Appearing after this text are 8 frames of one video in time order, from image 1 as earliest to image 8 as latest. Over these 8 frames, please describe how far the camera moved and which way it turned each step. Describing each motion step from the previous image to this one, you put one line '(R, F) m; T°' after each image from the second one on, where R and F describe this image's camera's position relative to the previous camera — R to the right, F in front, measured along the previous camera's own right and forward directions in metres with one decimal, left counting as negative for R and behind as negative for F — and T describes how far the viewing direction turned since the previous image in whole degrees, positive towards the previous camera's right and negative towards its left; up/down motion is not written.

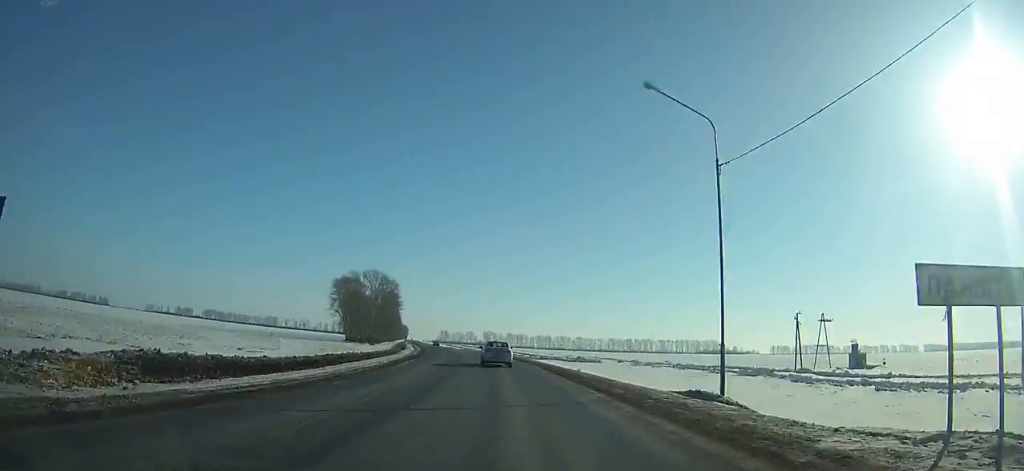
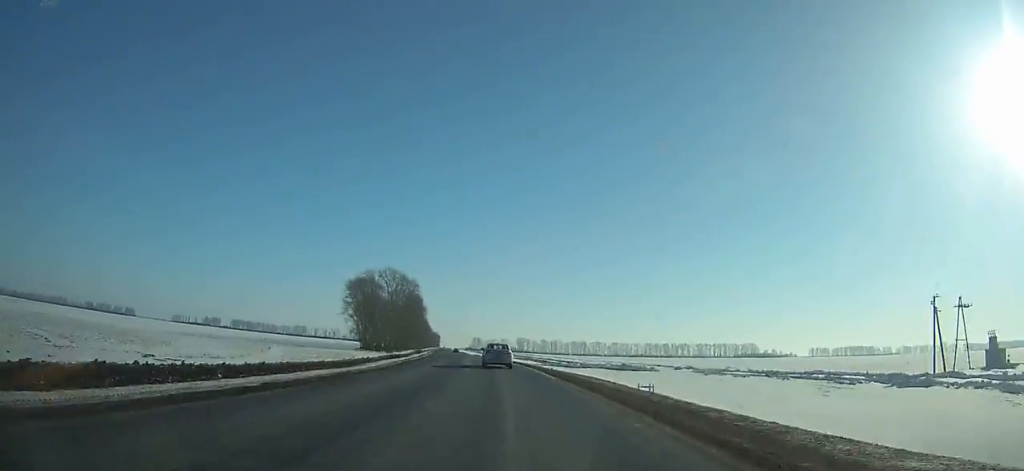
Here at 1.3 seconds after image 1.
(-1.3, +25.6) m; -2°
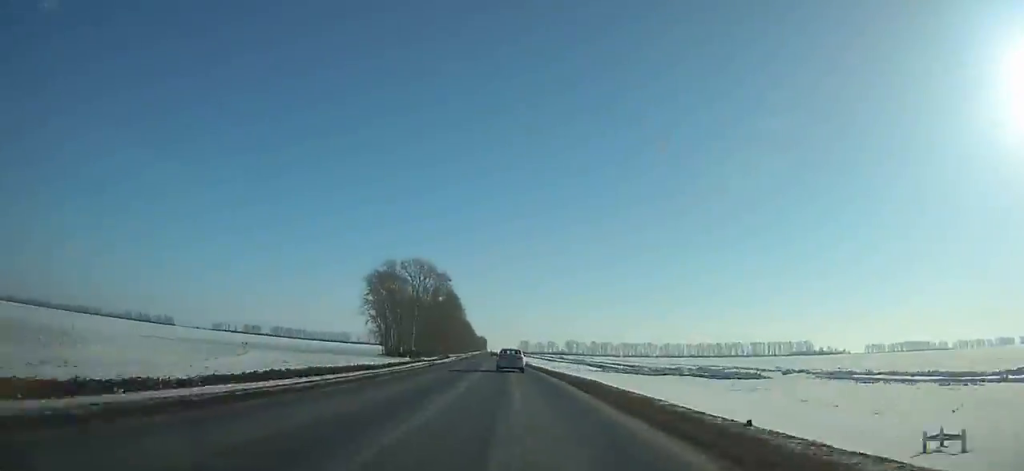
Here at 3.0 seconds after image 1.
(-0.6, +33.6) m; -3°
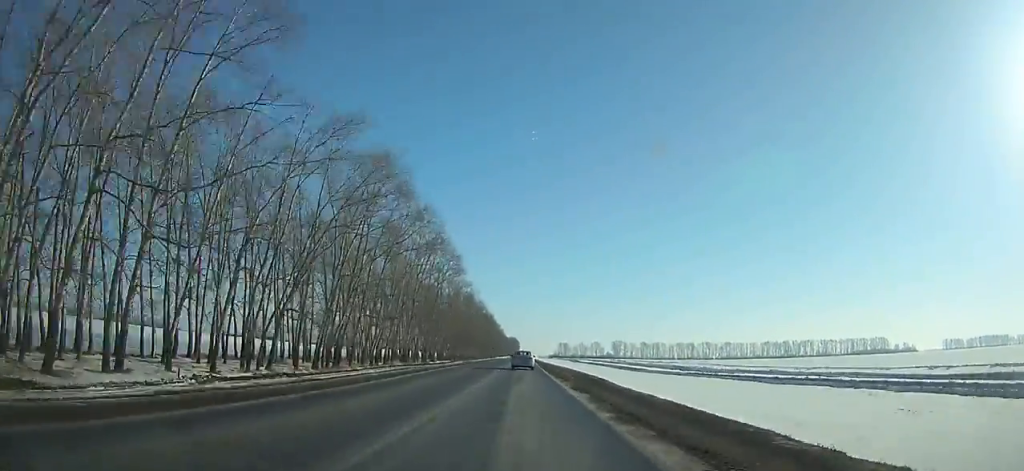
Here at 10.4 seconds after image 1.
(-7.5, +154.5) m; -3°
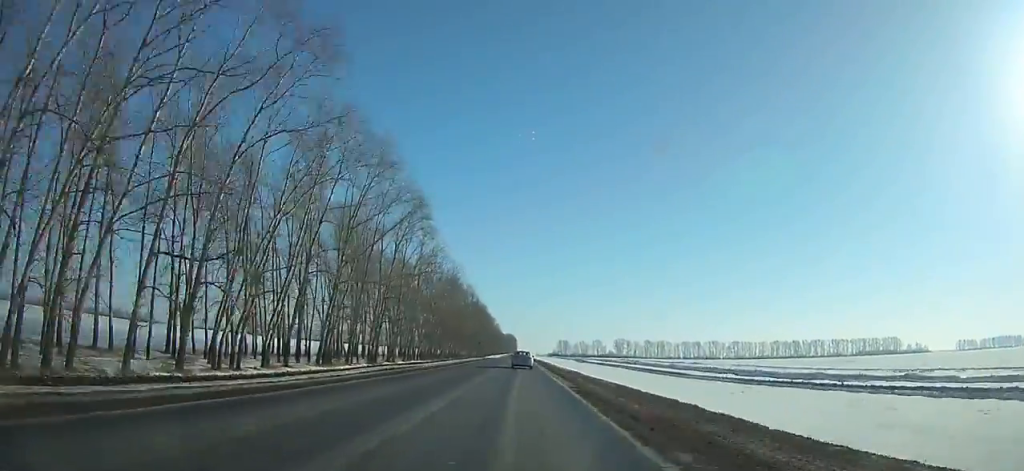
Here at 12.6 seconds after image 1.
(0.0, +47.9) m; 0°
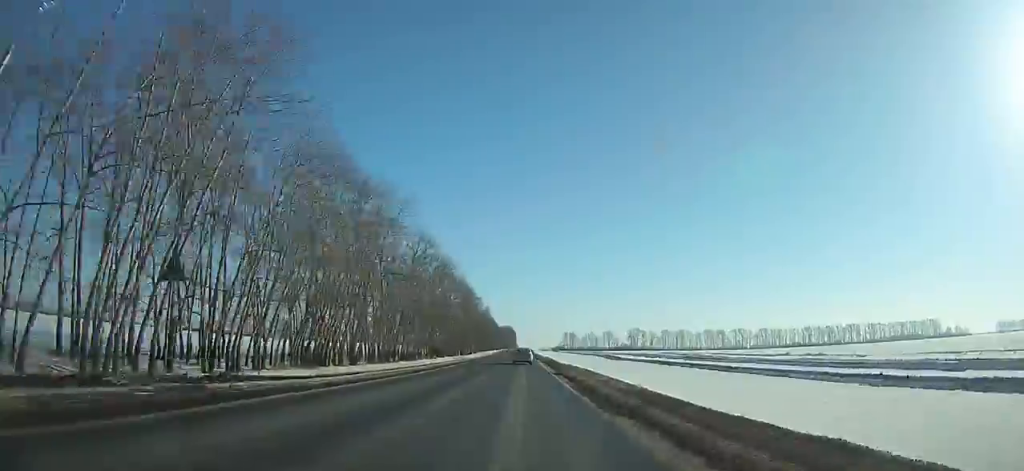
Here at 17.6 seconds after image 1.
(+0.4, +110.0) m; 0°
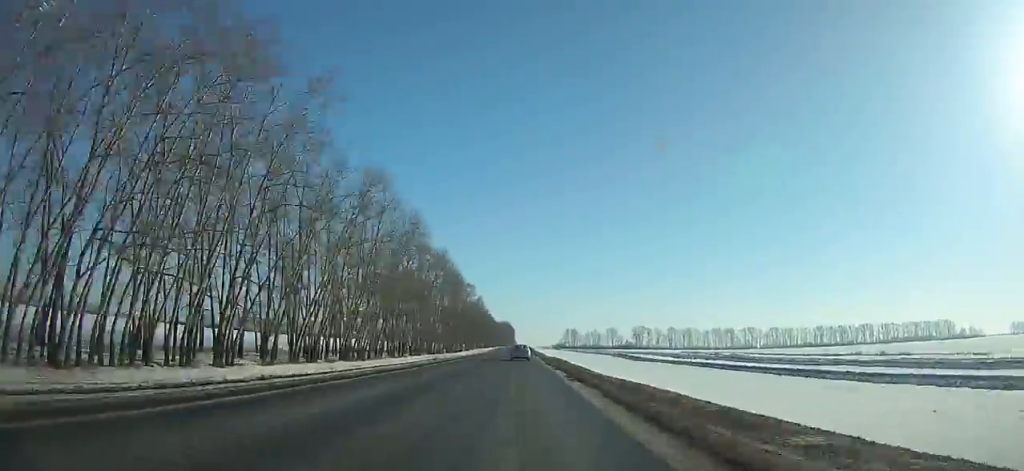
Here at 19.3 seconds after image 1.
(0.0, +38.0) m; 0°
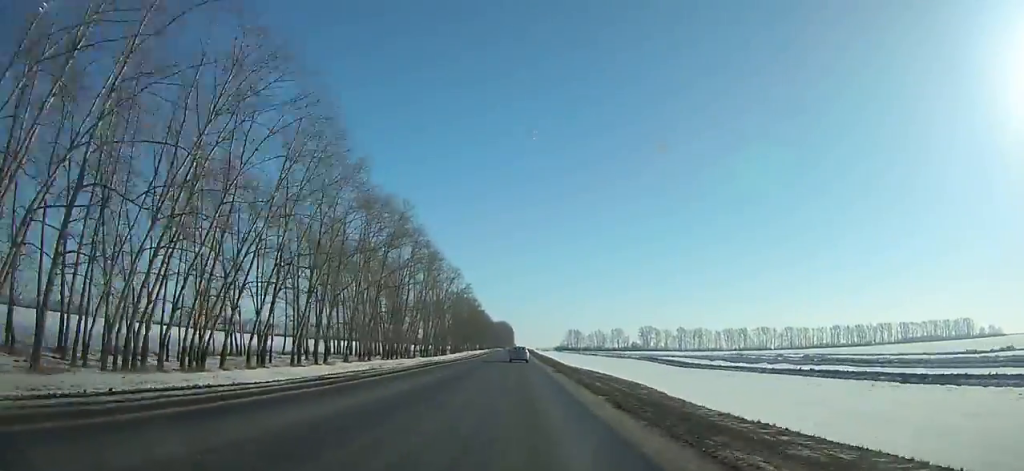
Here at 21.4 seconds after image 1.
(-0.1, +47.0) m; 0°
